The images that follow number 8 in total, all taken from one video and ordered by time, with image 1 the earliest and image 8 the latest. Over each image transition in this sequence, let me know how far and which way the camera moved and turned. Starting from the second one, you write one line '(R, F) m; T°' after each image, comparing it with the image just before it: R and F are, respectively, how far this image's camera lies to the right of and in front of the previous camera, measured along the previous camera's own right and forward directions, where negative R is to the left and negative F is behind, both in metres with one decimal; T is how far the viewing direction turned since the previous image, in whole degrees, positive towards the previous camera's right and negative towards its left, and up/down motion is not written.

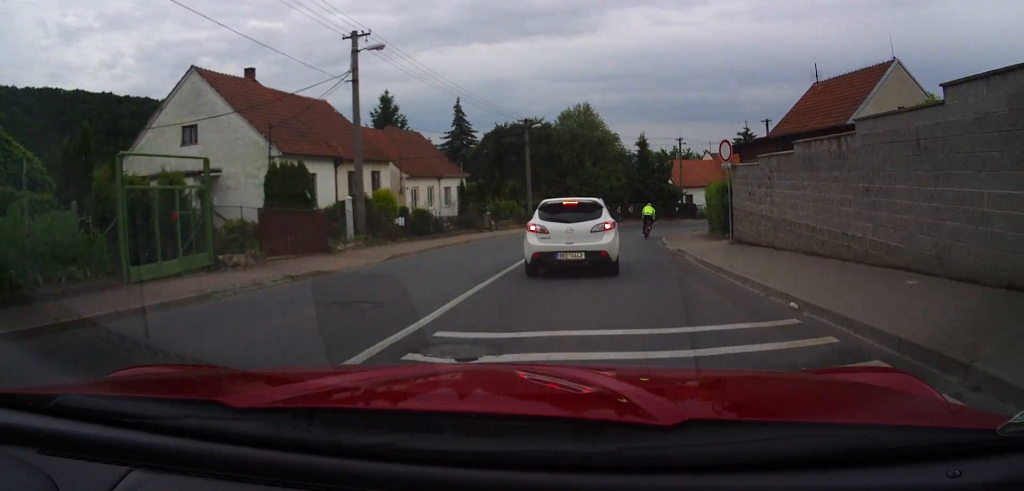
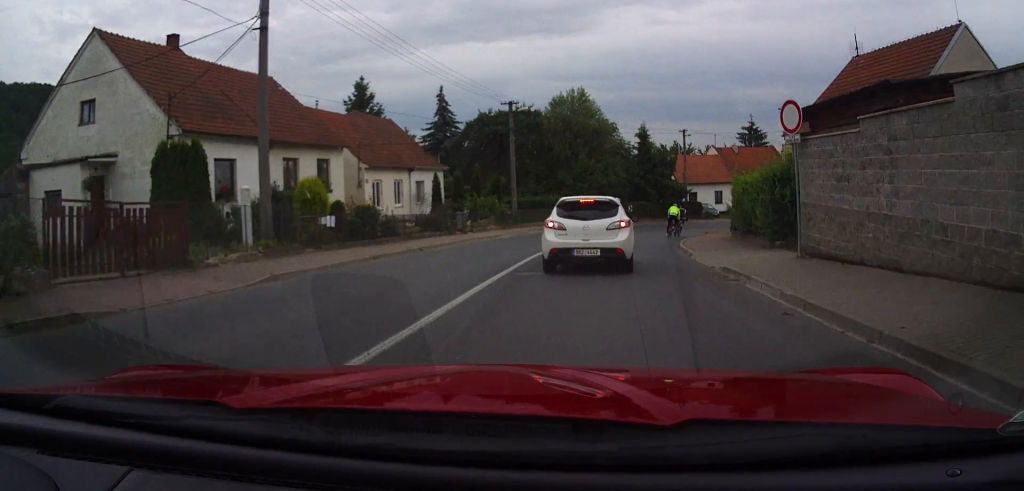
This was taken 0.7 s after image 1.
(0.0, +6.3) m; +3°
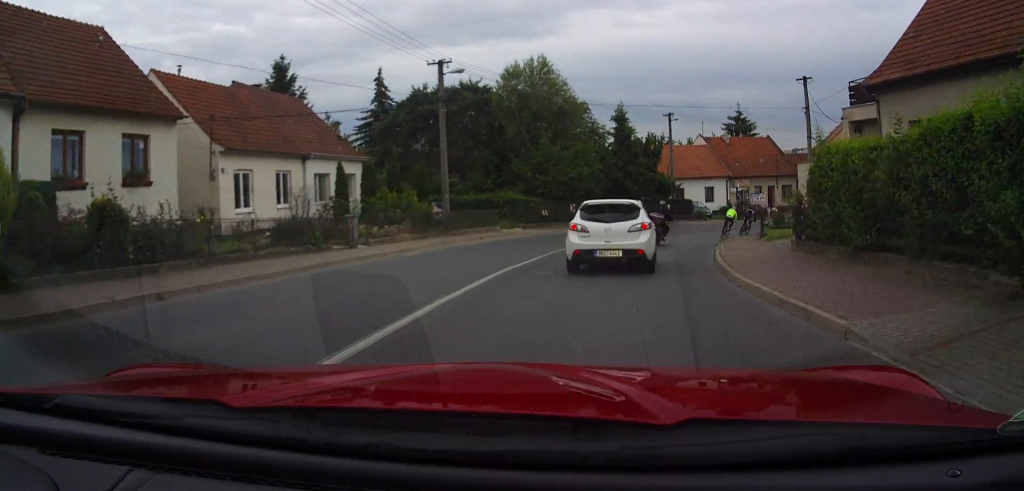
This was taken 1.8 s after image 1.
(+0.6, +11.1) m; +3°
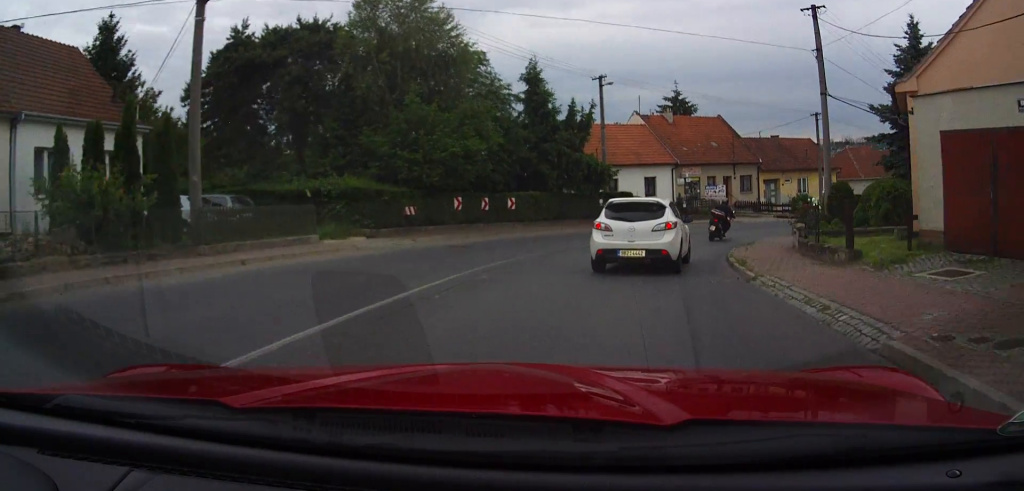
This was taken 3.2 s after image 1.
(+0.1, +13.3) m; +4°
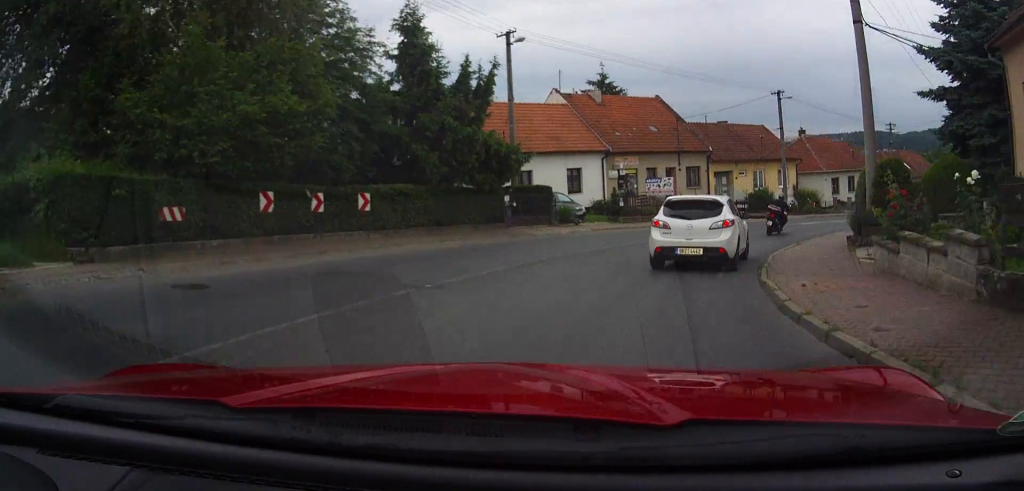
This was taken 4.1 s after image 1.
(+0.6, +9.9) m; +10°
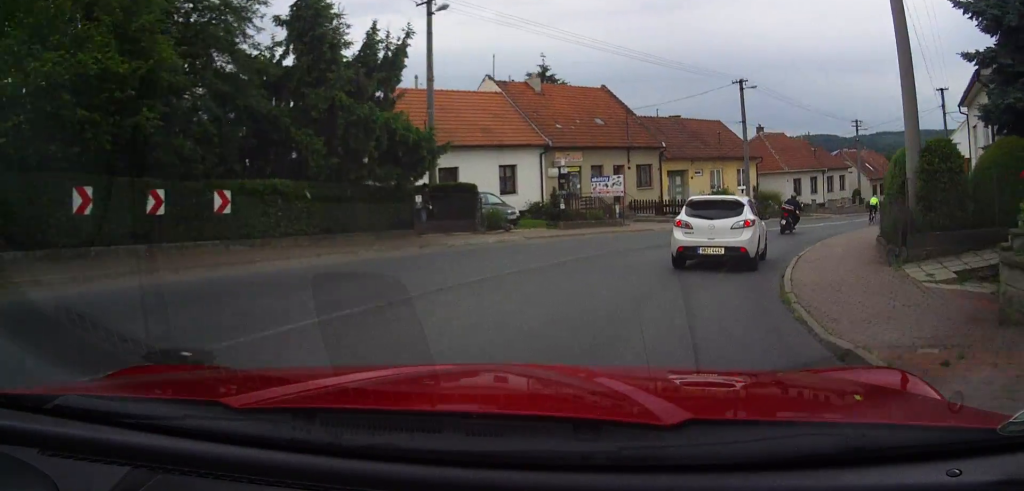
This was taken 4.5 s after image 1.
(+0.1, +4.8) m; +6°
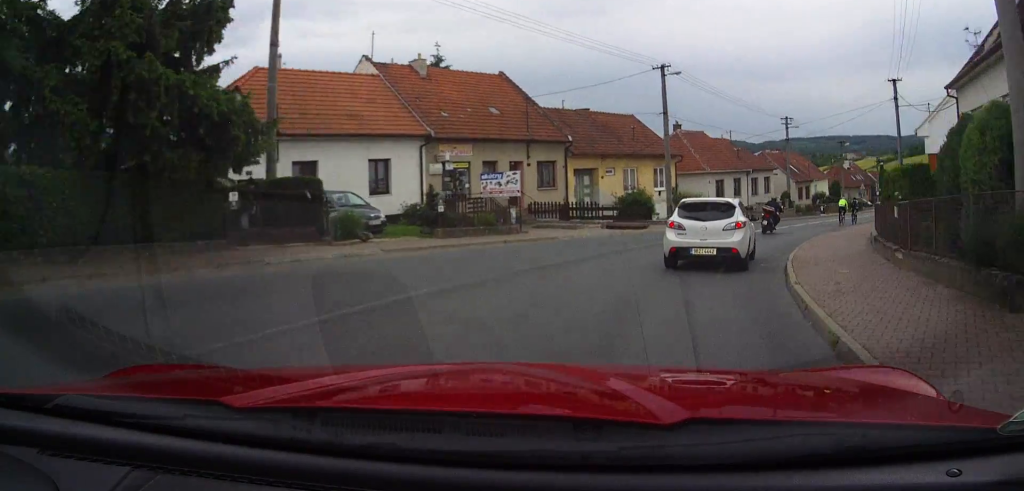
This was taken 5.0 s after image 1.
(+0.5, +6.0) m; +6°
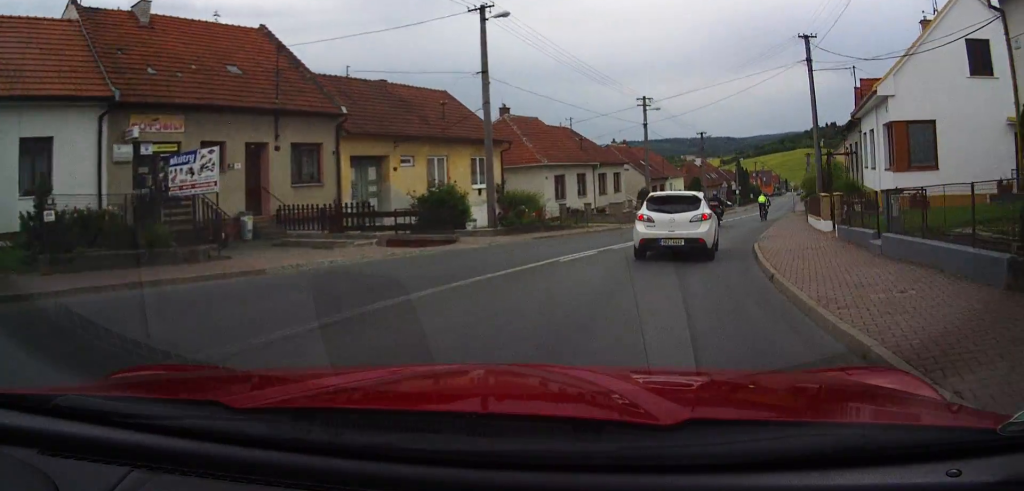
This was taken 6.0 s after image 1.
(+1.0, +11.1) m; +11°
